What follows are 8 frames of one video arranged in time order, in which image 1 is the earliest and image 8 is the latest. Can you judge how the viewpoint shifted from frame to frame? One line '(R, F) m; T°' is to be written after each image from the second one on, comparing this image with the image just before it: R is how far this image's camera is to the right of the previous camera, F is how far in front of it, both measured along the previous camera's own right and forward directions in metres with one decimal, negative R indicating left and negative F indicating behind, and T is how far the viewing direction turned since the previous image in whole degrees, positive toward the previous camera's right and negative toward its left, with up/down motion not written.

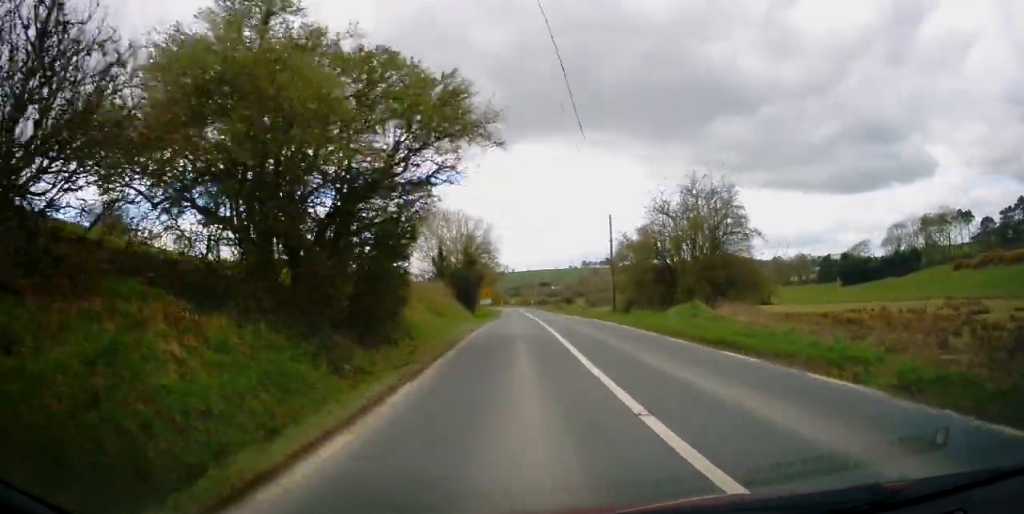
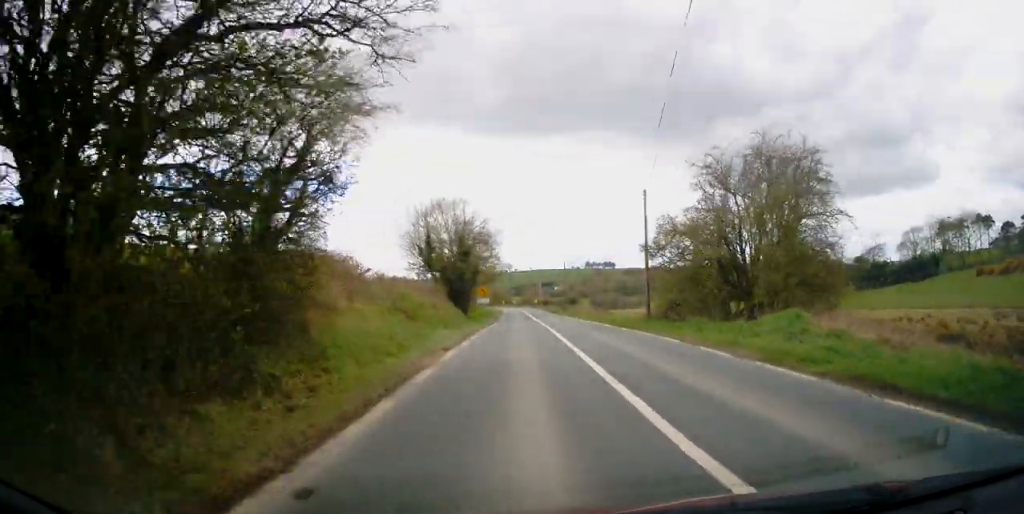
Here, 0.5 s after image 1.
(+0.1, +10.1) m; 0°
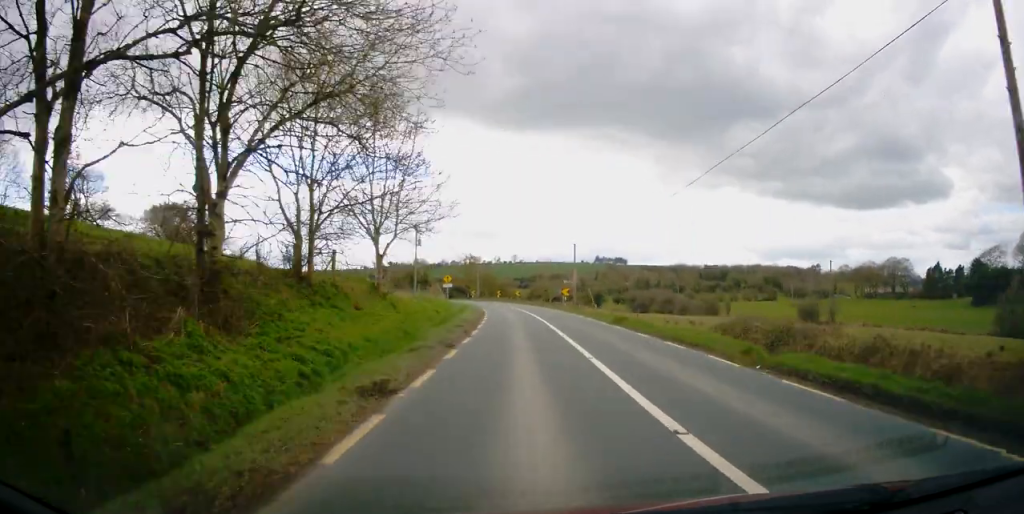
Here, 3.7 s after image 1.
(+0.7, +69.1) m; 0°
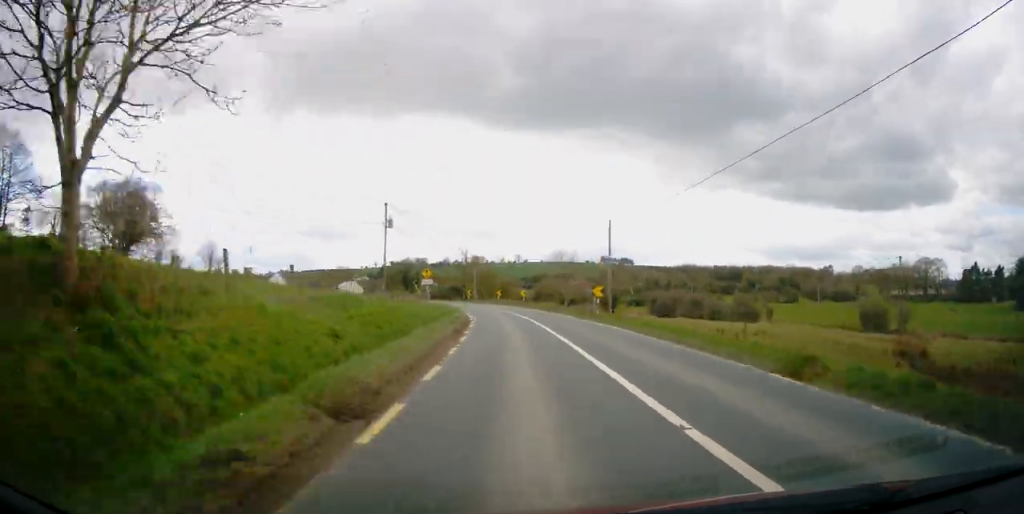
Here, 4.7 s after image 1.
(-0.8, +19.7) m; -2°
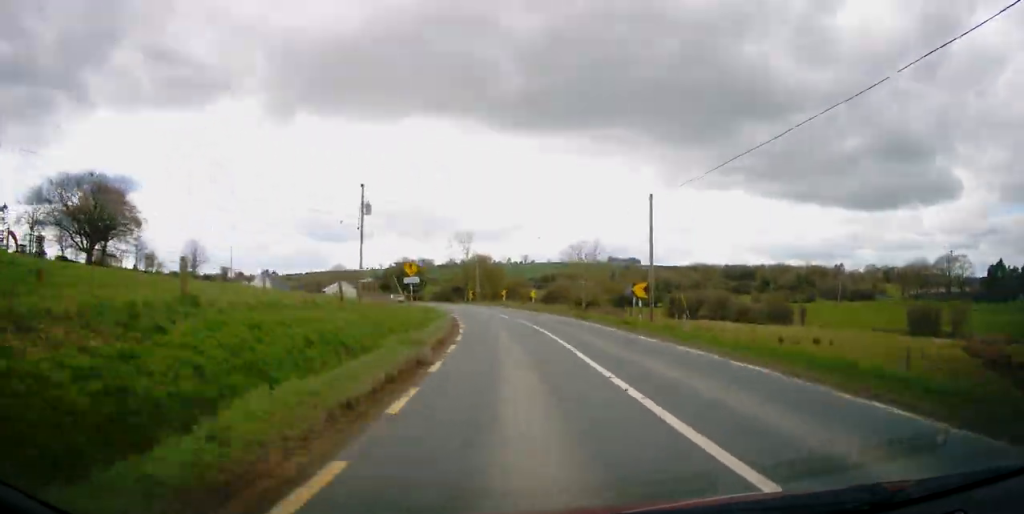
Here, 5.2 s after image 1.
(0.0, +10.6) m; -1°
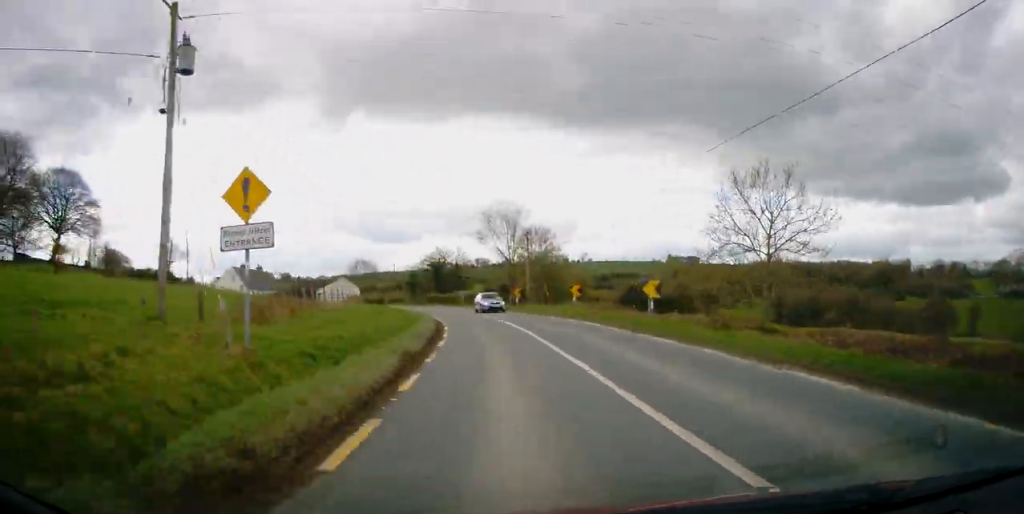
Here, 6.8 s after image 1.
(-0.5, +30.8) m; -3°
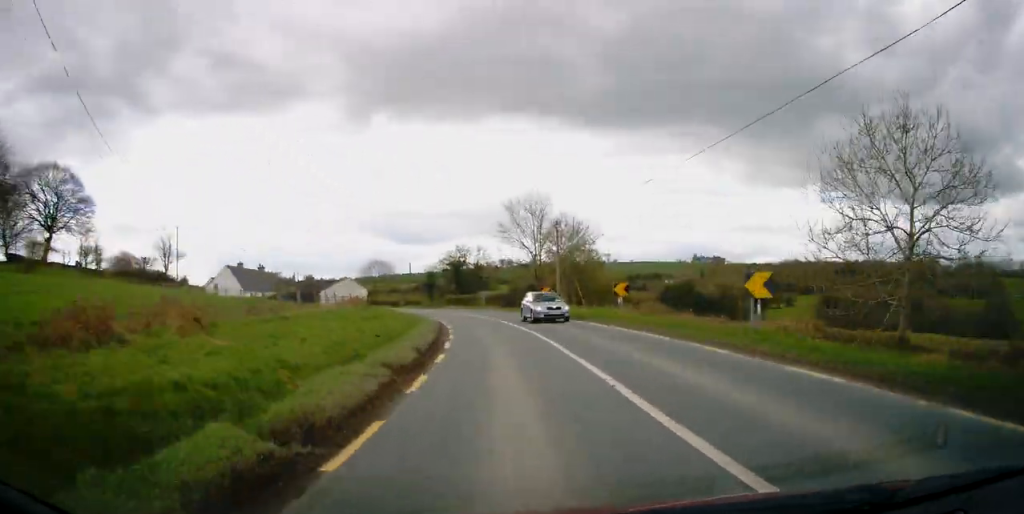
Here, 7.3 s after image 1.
(-0.1, +7.9) m; -2°
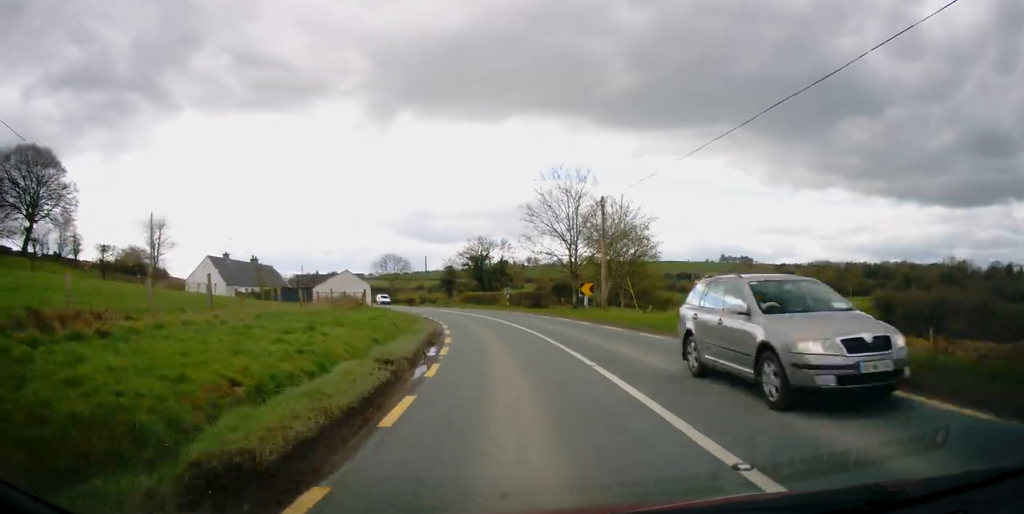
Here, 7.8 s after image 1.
(+0.1, +10.4) m; -2°
